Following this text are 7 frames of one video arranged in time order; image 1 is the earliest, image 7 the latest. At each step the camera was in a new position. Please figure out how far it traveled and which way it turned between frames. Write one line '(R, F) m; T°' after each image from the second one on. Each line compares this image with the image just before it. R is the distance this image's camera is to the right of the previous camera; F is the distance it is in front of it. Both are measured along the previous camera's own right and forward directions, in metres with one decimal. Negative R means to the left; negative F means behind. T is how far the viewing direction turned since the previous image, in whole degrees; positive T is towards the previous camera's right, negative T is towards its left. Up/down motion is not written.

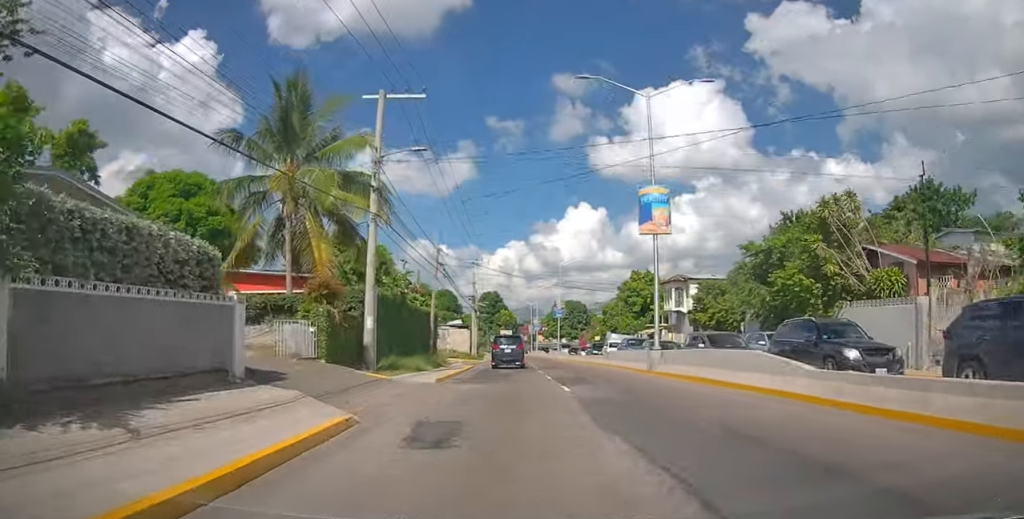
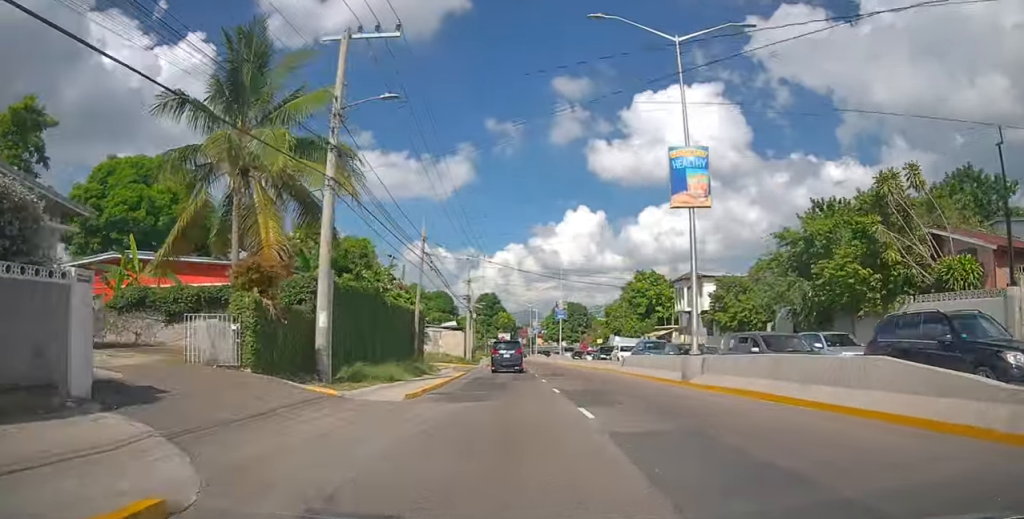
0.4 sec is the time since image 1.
(0.0, +4.7) m; 0°
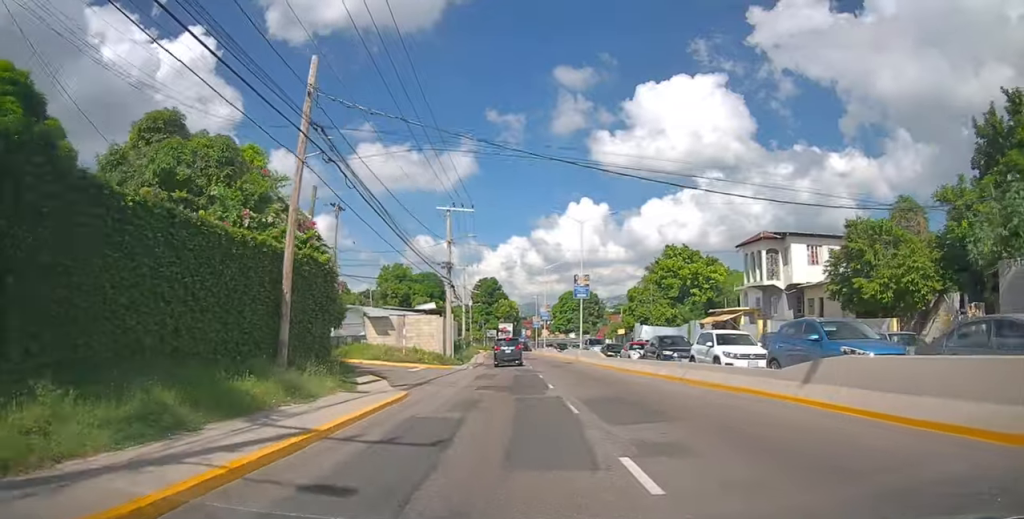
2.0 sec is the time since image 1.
(+0.1, +17.0) m; +1°
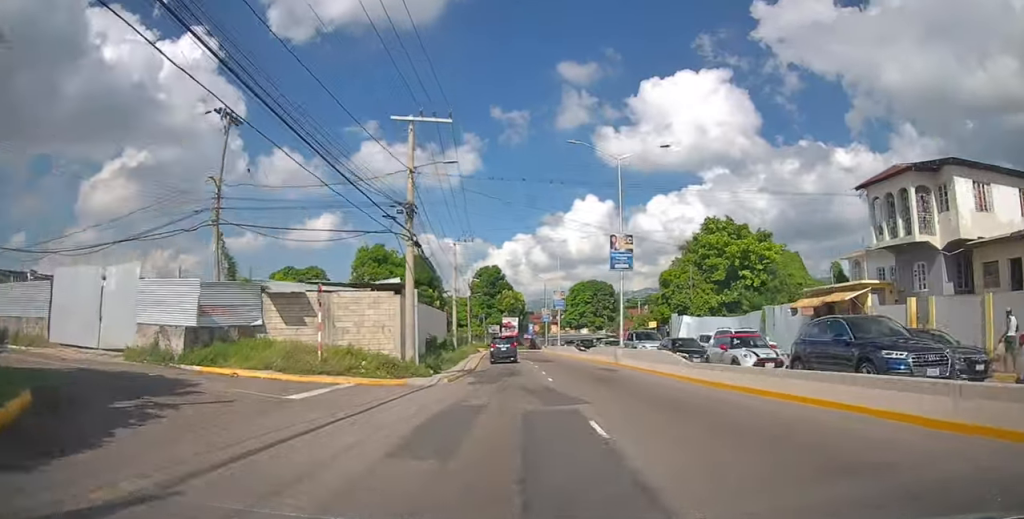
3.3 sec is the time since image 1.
(-0.1, +14.8) m; -1°
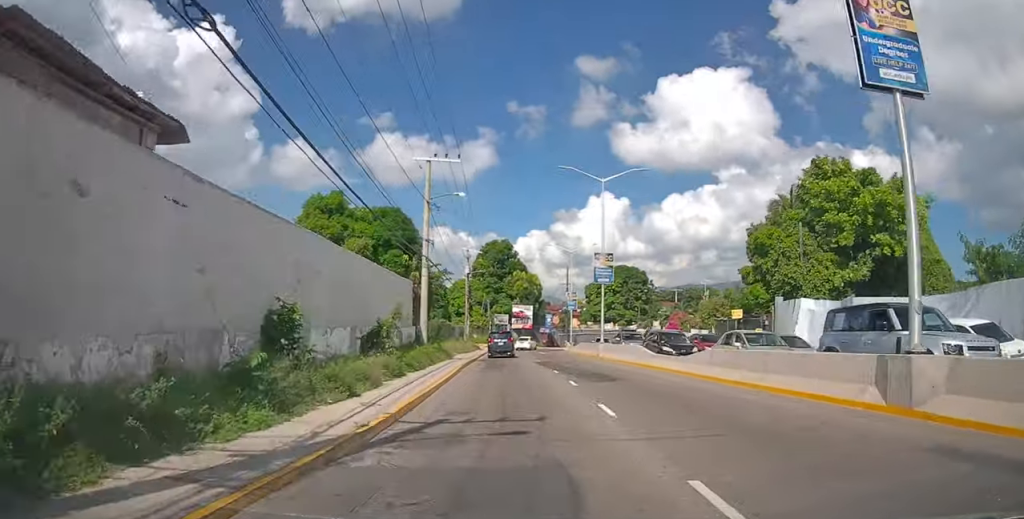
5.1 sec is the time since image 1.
(-0.2, +21.5) m; -1°
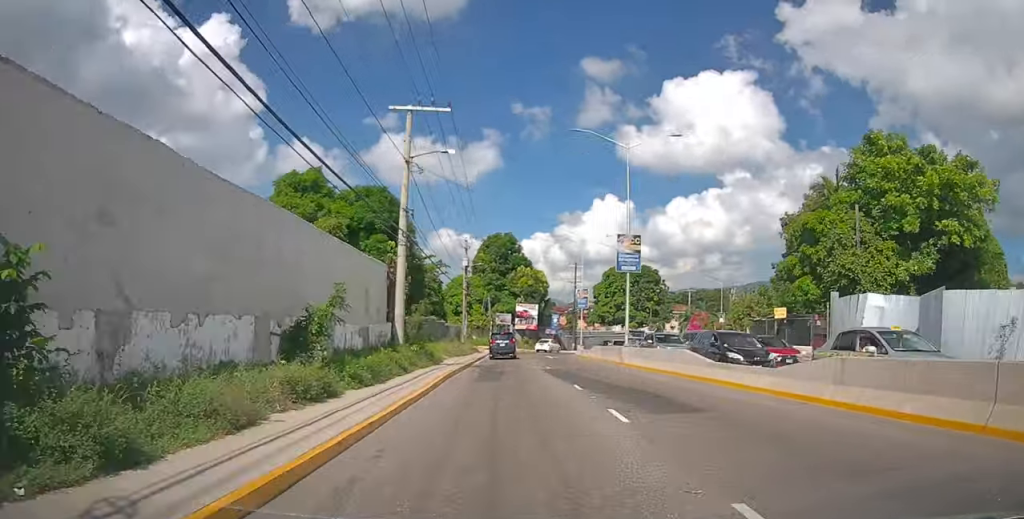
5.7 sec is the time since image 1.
(-0.1, +6.9) m; -1°
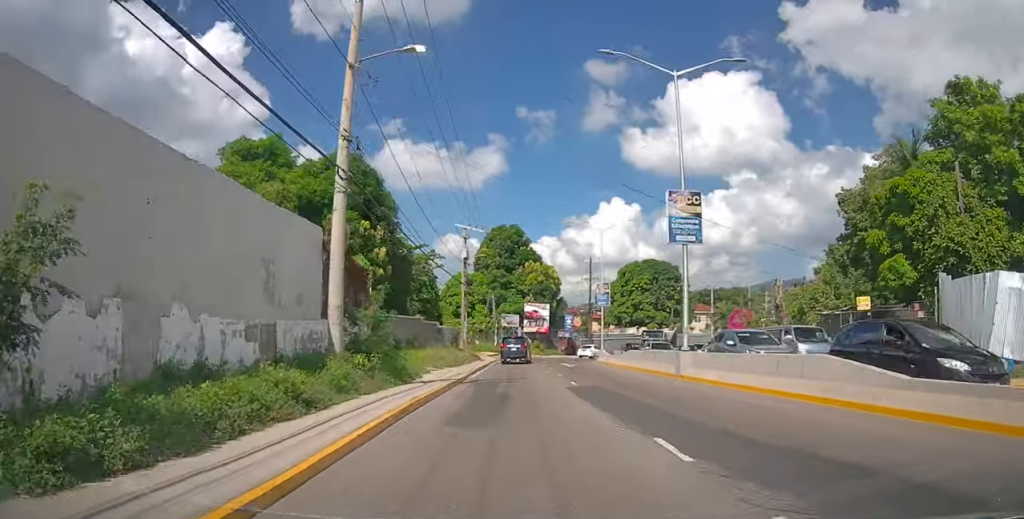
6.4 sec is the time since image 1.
(0.0, +8.5) m; -1°
